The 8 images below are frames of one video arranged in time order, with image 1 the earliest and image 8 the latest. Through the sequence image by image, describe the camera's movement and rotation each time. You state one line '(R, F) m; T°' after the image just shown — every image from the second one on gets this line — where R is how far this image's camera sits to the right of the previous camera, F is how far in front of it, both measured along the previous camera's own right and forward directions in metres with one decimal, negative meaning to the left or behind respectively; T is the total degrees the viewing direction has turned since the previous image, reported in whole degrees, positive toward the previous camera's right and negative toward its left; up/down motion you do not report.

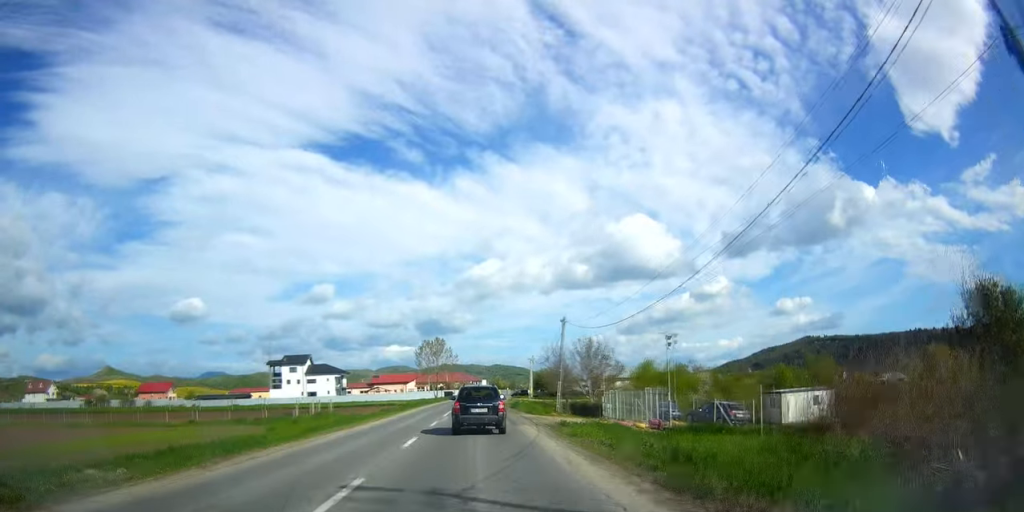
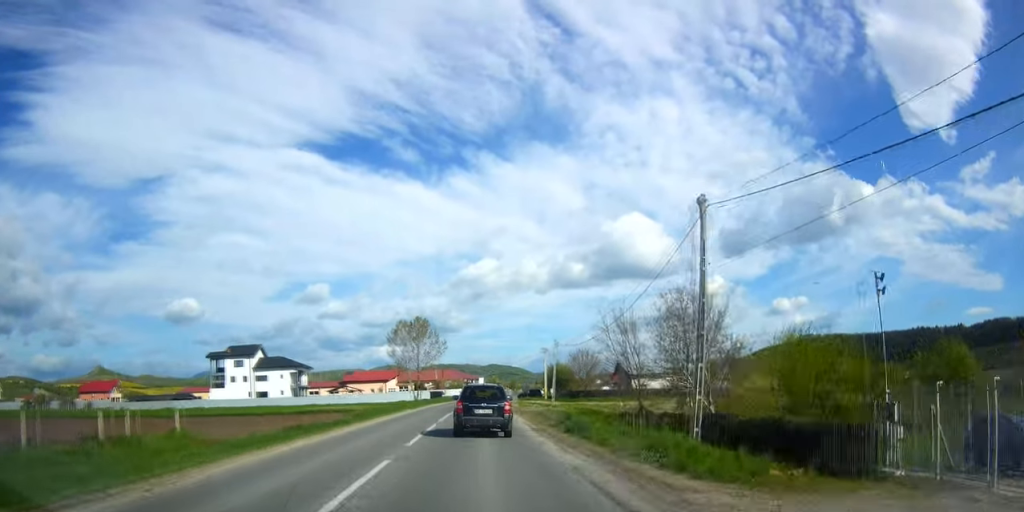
(+0.1, +30.5) m; 0°
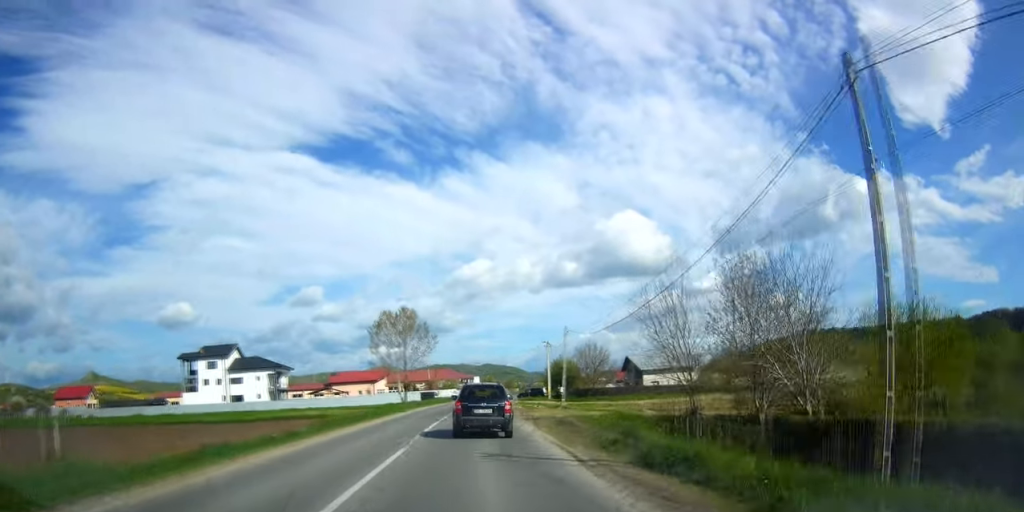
(-0.1, +9.8) m; 0°
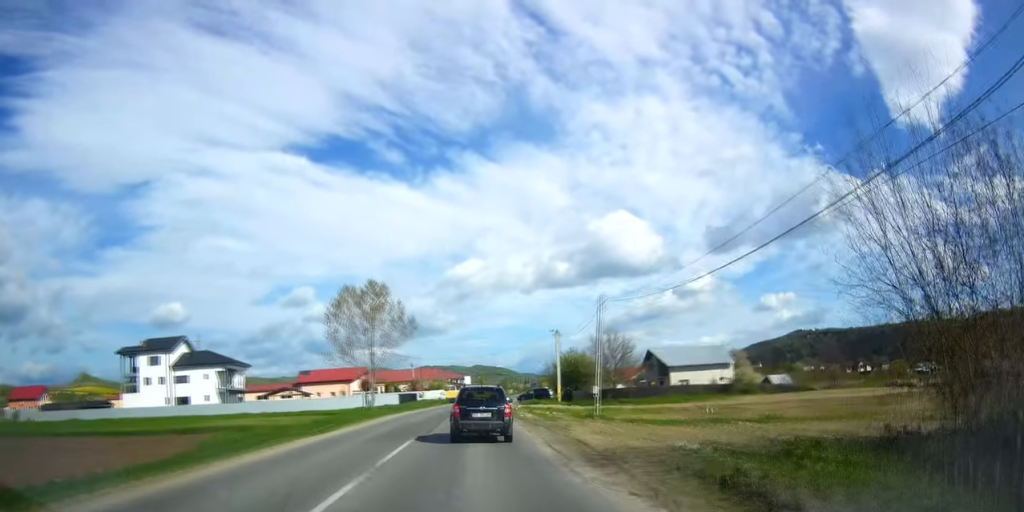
(+0.3, +17.1) m; +1°
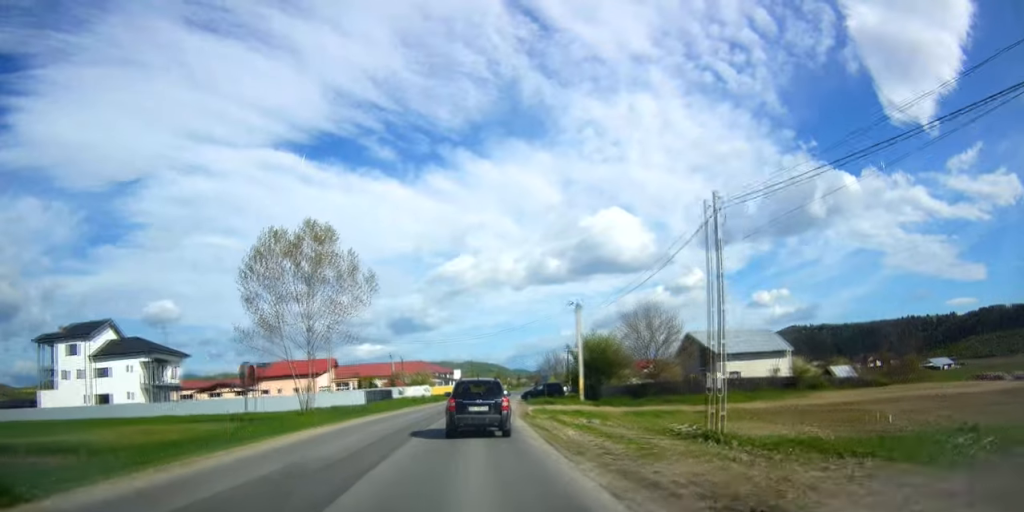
(0.0, +17.7) m; +1°
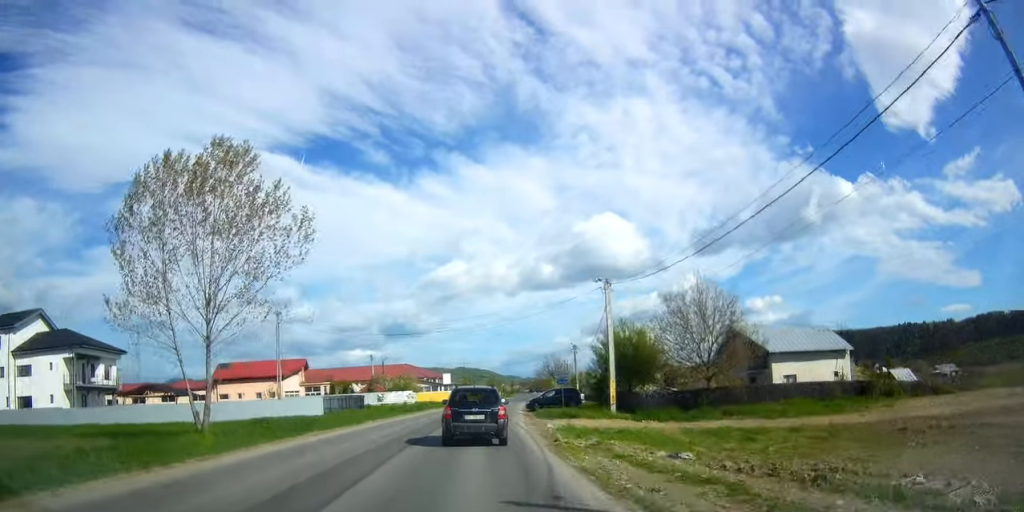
(+0.1, +13.5) m; +1°
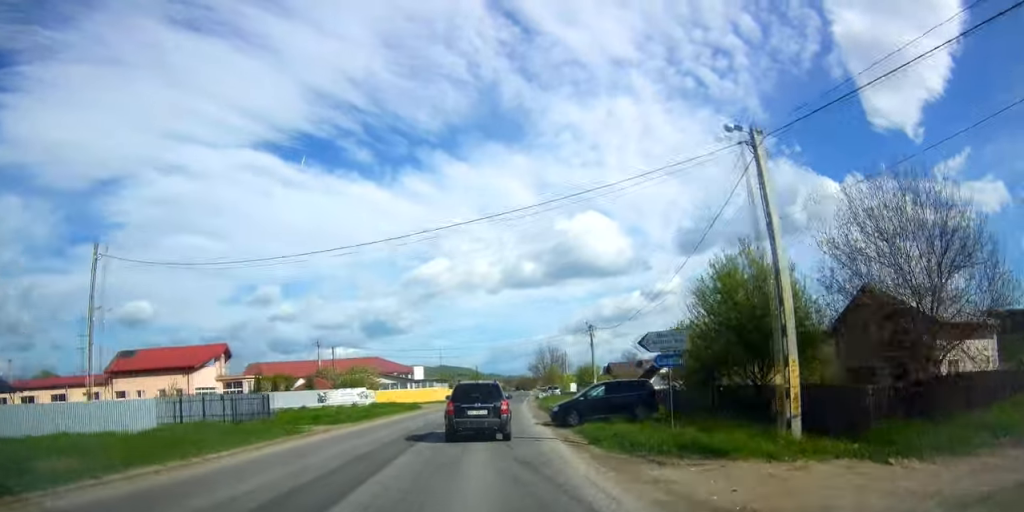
(+0.5, +22.6) m; +2°
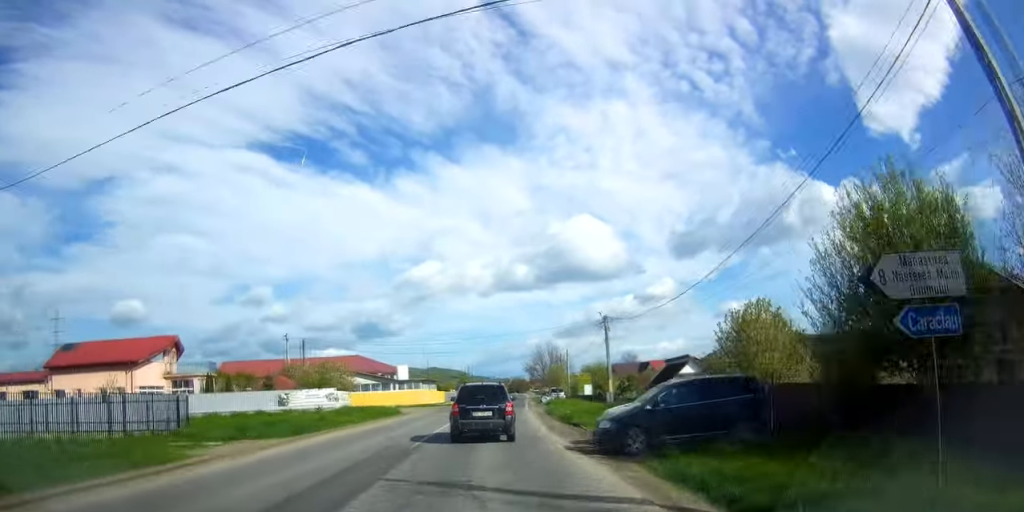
(+0.1, +10.0) m; +1°
